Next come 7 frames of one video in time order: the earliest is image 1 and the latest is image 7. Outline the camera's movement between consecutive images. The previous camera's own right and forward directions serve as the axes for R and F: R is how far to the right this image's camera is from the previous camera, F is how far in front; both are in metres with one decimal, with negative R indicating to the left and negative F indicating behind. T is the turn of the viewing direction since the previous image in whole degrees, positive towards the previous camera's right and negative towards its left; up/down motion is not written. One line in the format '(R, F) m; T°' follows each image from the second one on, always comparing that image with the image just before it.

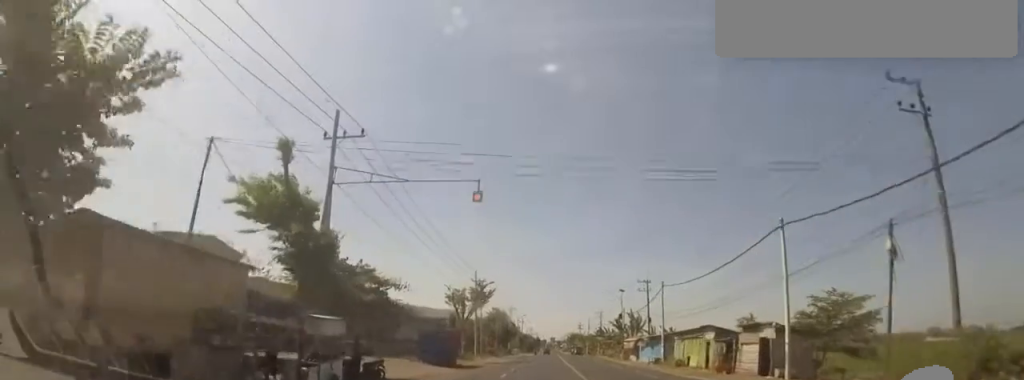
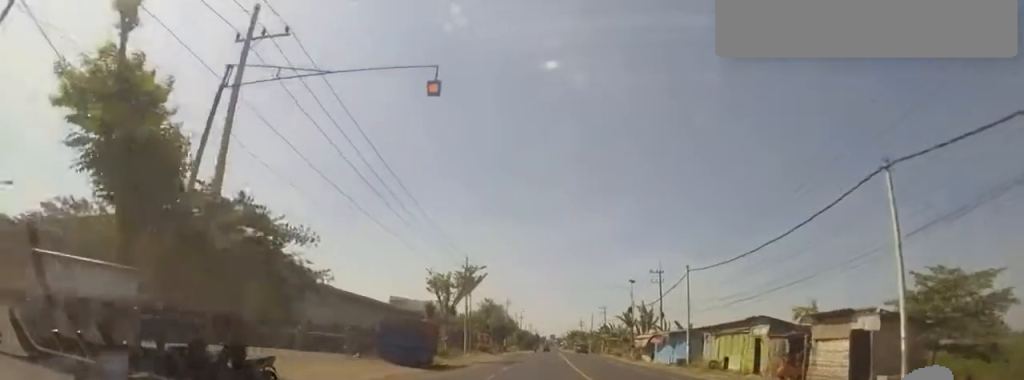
(-0.1, +7.6) m; +1°
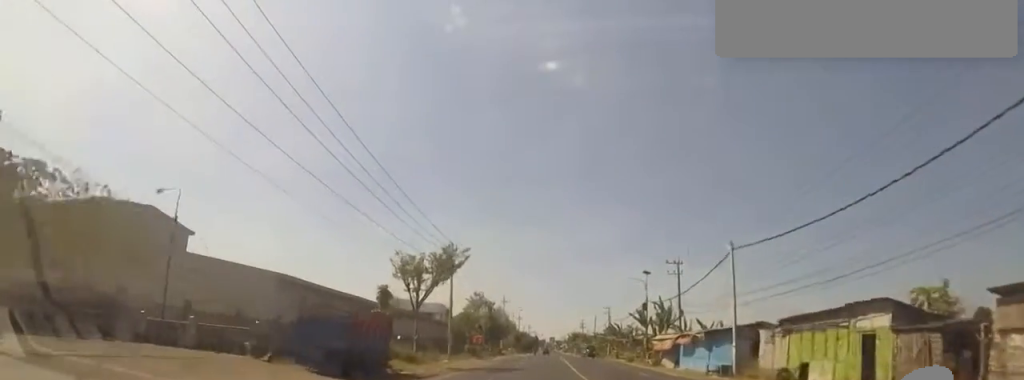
(-0.1, +8.7) m; +1°
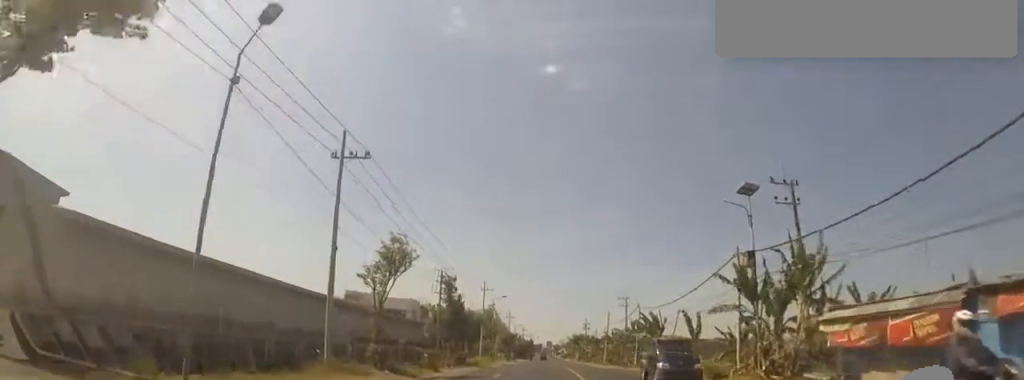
(+0.3, +25.7) m; -3°
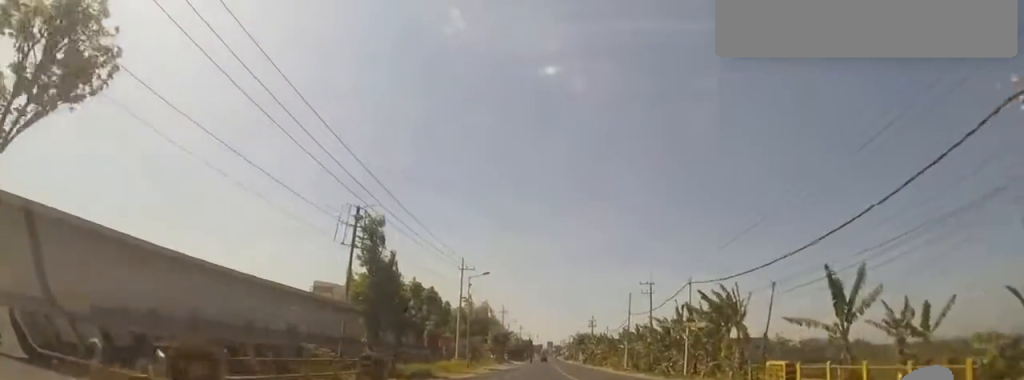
(-0.7, +18.3) m; +1°
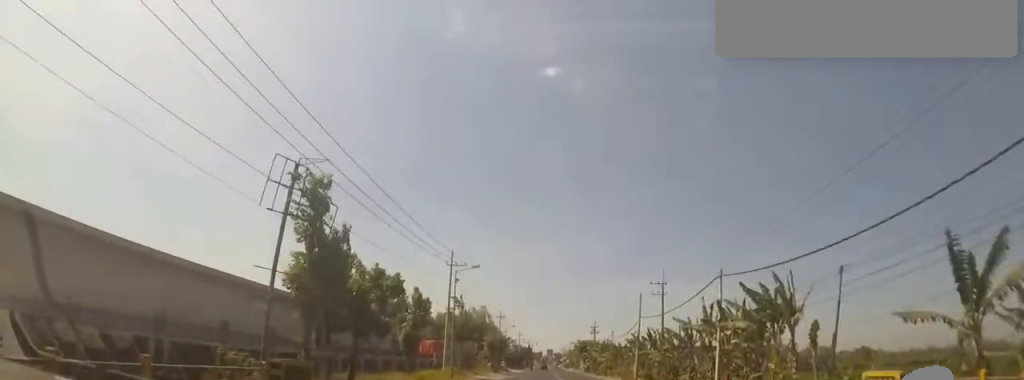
(-0.1, +6.7) m; +1°
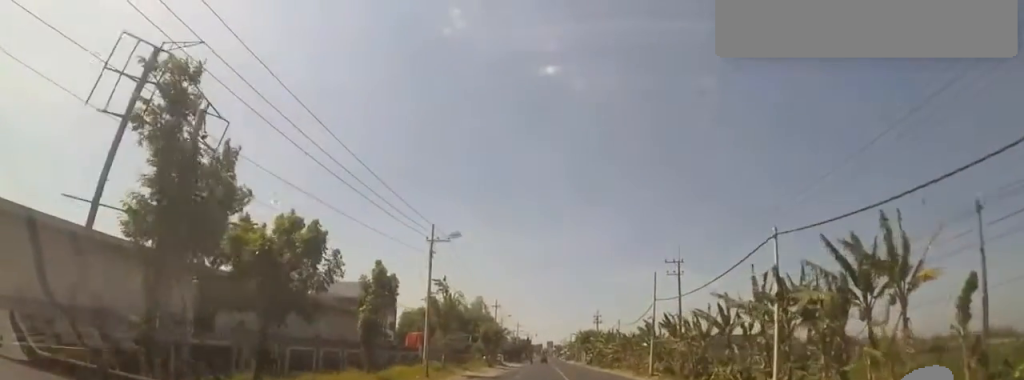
(+0.7, +7.5) m; 0°
